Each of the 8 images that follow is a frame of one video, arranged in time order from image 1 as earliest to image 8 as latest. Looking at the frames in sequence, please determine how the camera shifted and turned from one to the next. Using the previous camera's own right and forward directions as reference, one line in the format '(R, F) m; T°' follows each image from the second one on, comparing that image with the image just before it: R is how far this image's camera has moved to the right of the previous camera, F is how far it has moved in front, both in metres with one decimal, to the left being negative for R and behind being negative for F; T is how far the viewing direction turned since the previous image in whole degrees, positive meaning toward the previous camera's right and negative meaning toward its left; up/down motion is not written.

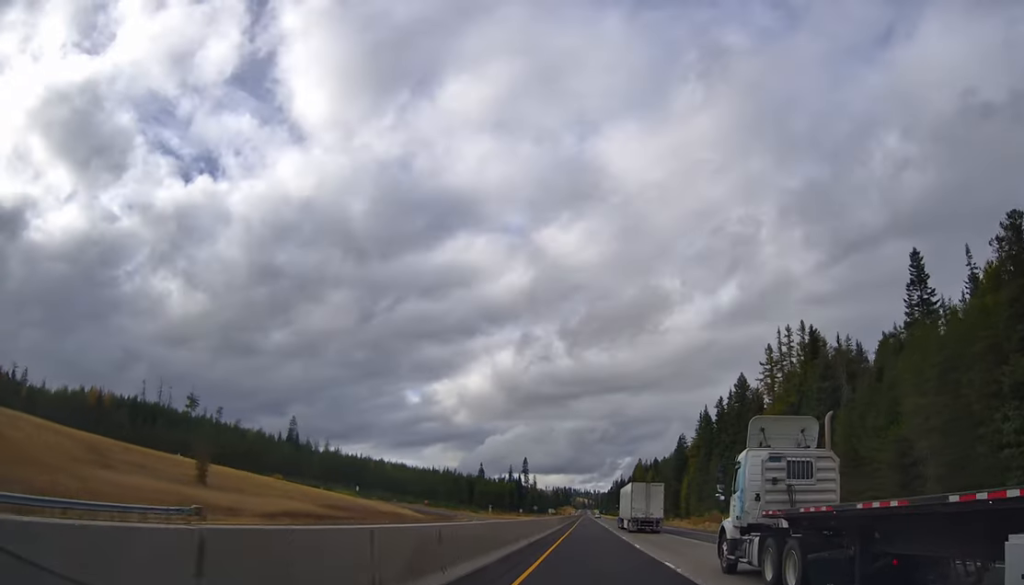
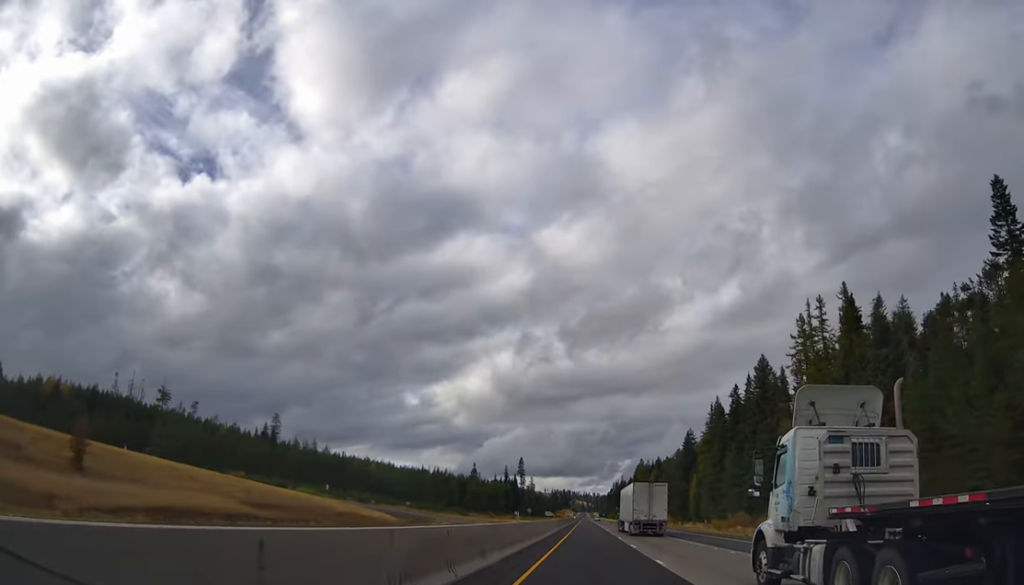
(-0.1, +22.1) m; 0°
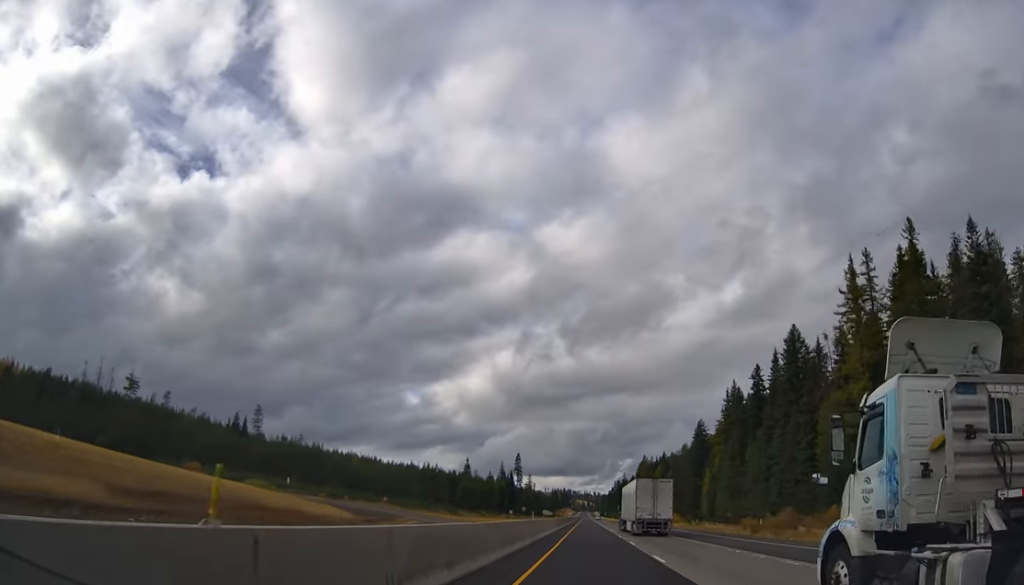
(-0.3, +23.3) m; -1°
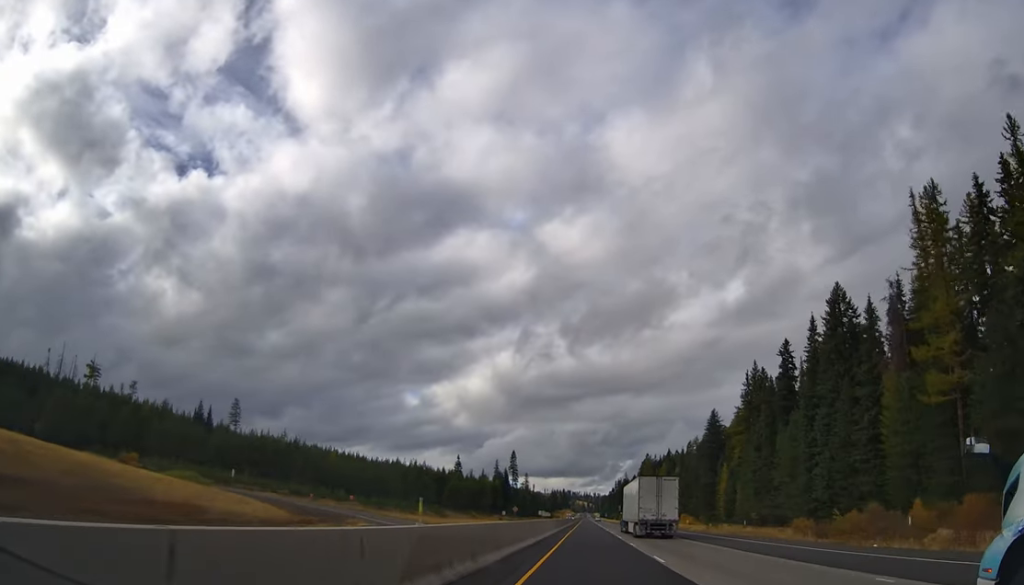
(0.0, +24.4) m; 0°
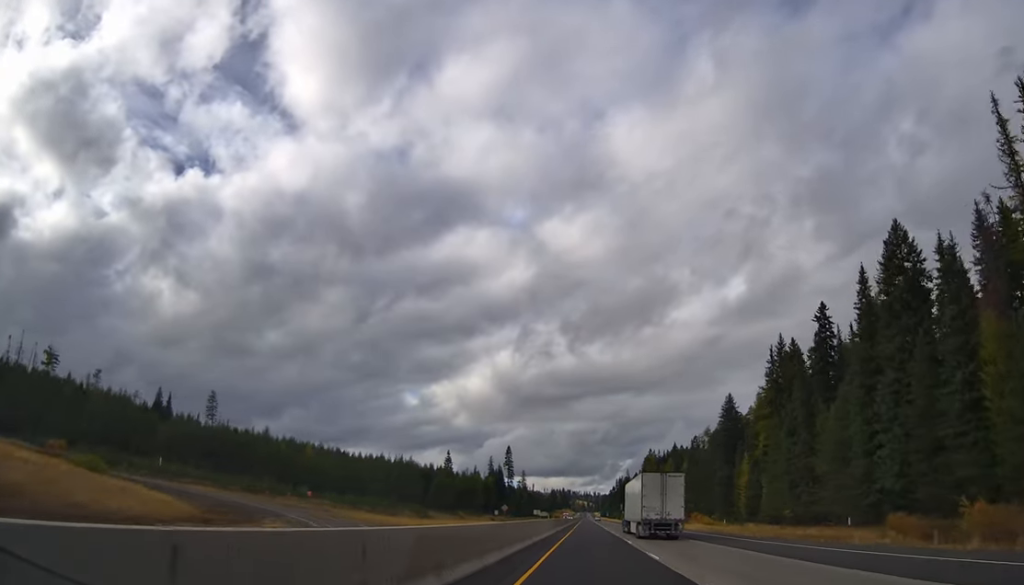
(+0.1, +23.1) m; 0°
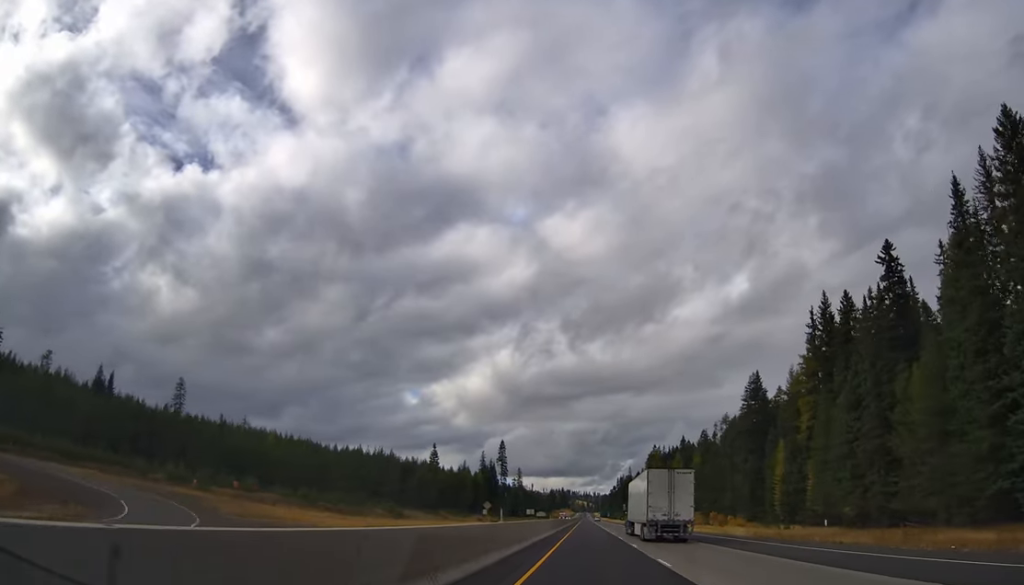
(+0.2, +27.6) m; 0°
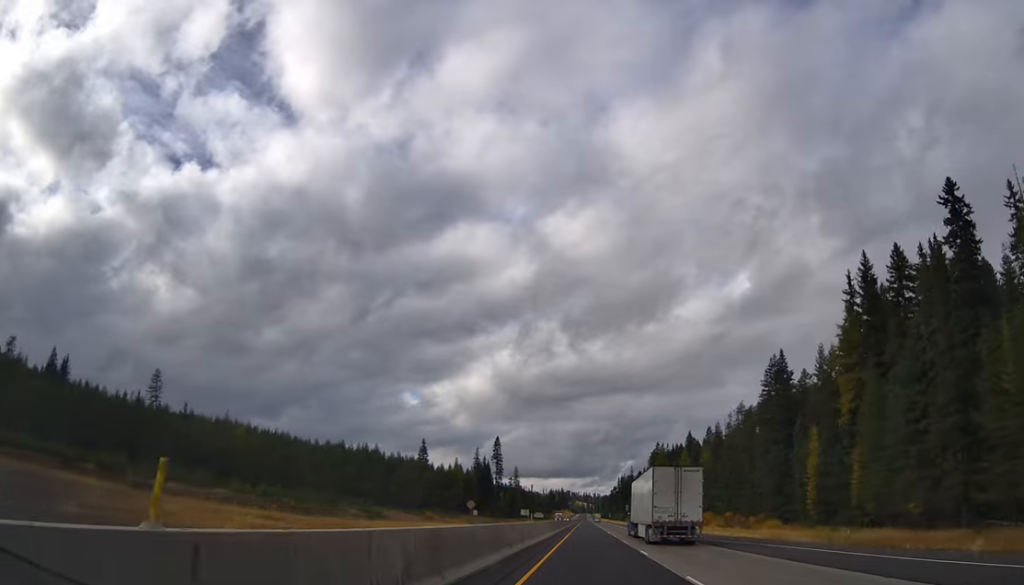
(0.0, +18.4) m; 0°
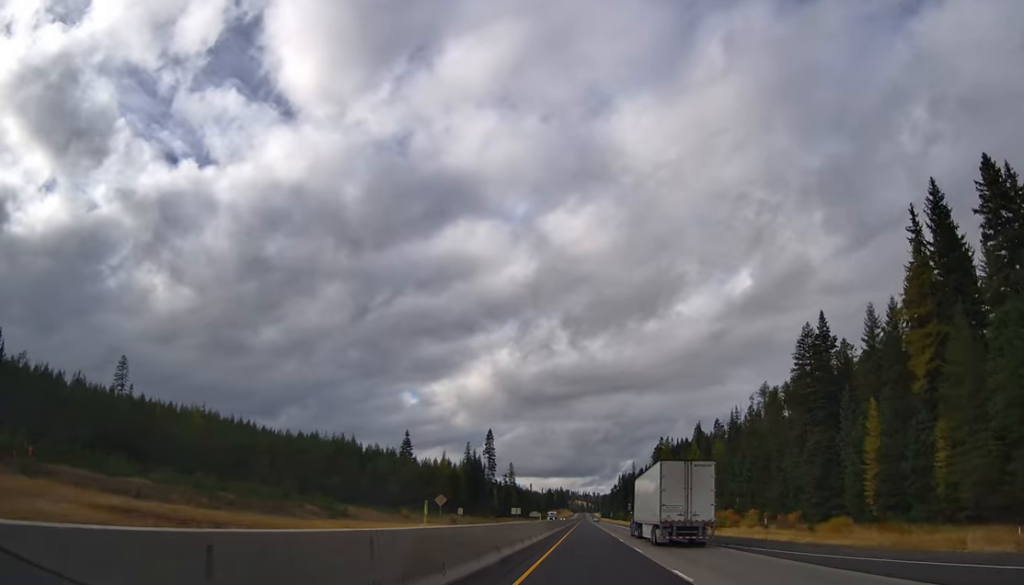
(+0.1, +22.9) m; 0°
